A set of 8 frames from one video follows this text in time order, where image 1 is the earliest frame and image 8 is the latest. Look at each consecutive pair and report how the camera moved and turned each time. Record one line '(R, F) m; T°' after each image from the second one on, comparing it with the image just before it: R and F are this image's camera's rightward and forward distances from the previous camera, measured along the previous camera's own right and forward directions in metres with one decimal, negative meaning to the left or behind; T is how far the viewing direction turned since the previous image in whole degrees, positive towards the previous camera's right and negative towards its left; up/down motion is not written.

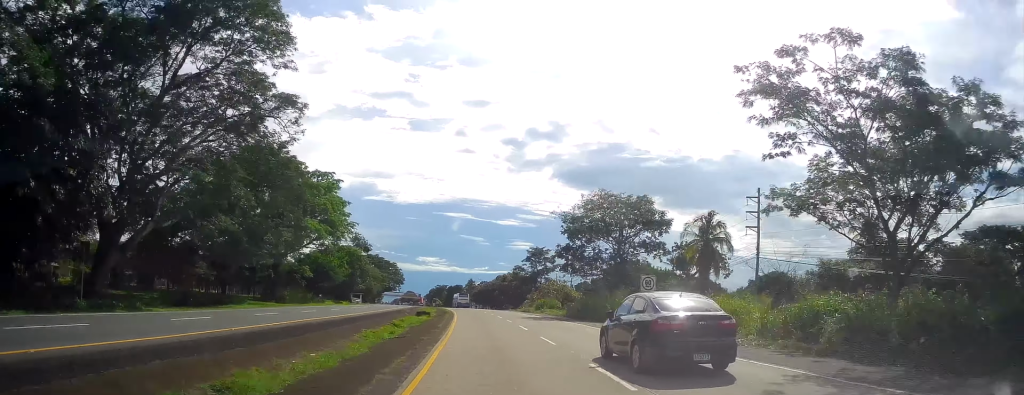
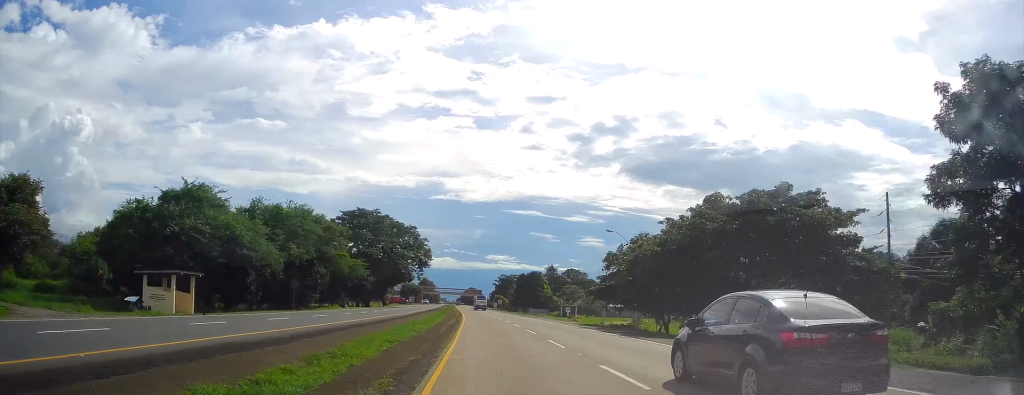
(-6.1, +106.8) m; -7°
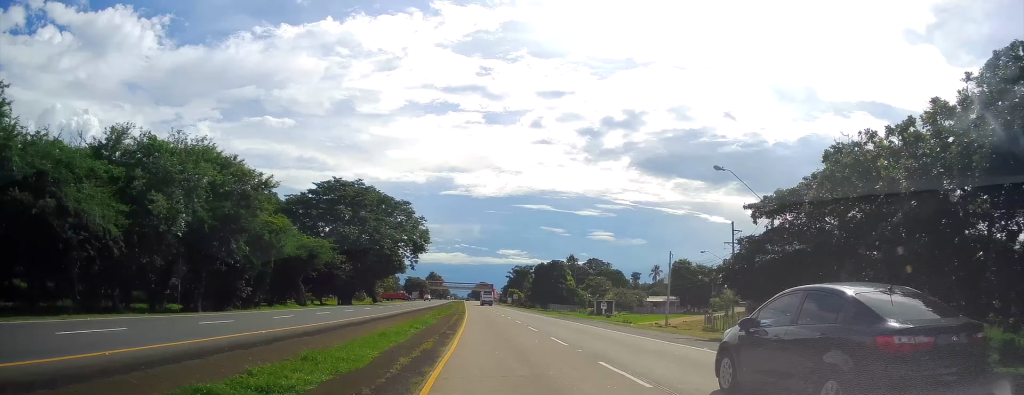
(-0.4, +24.1) m; -2°
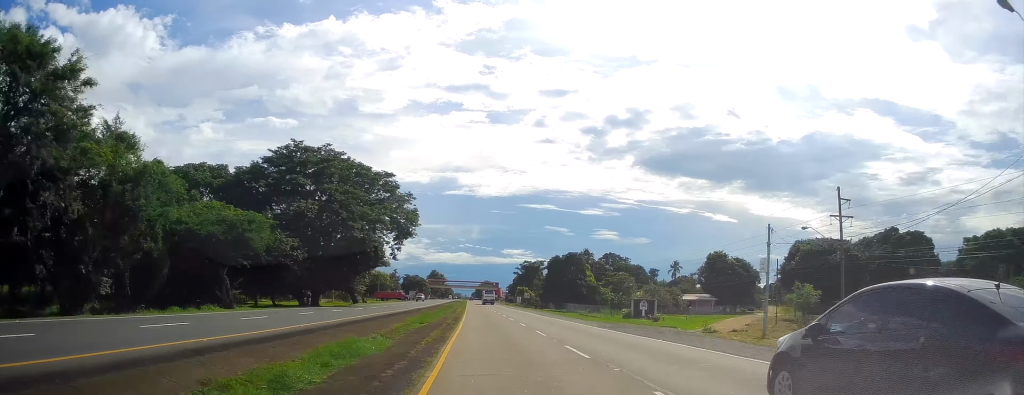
(-0.3, +20.5) m; -1°
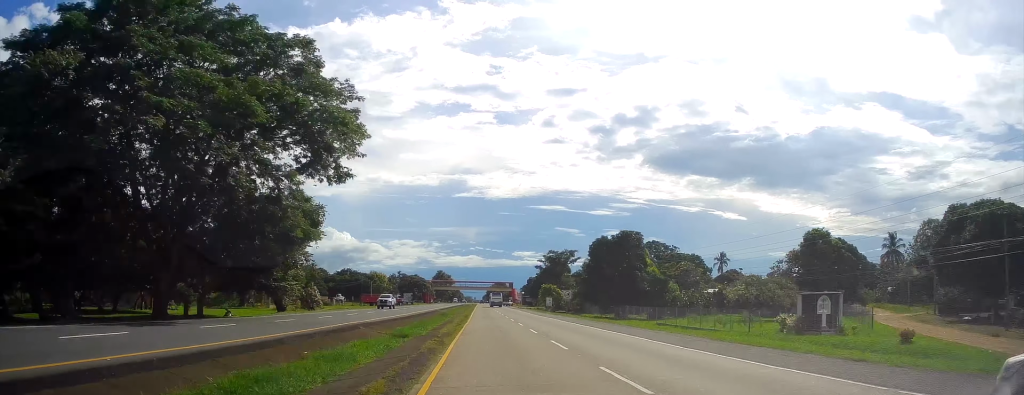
(-0.3, +37.2) m; -1°
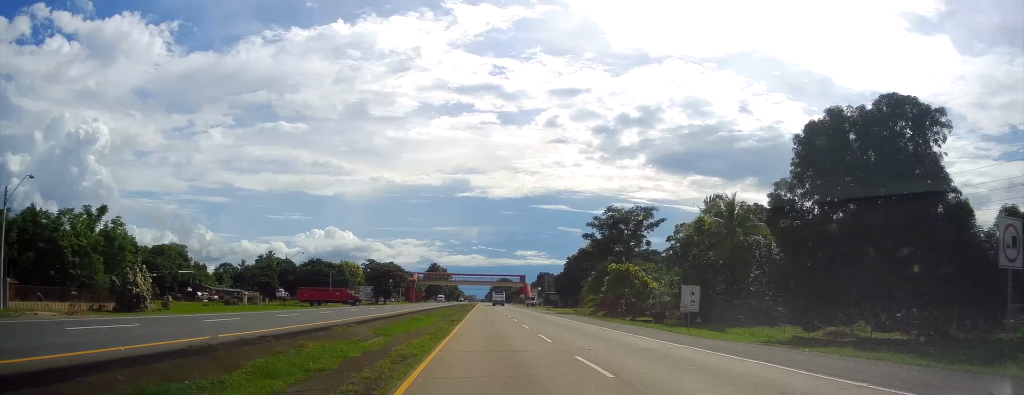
(-0.7, +56.9) m; -1°
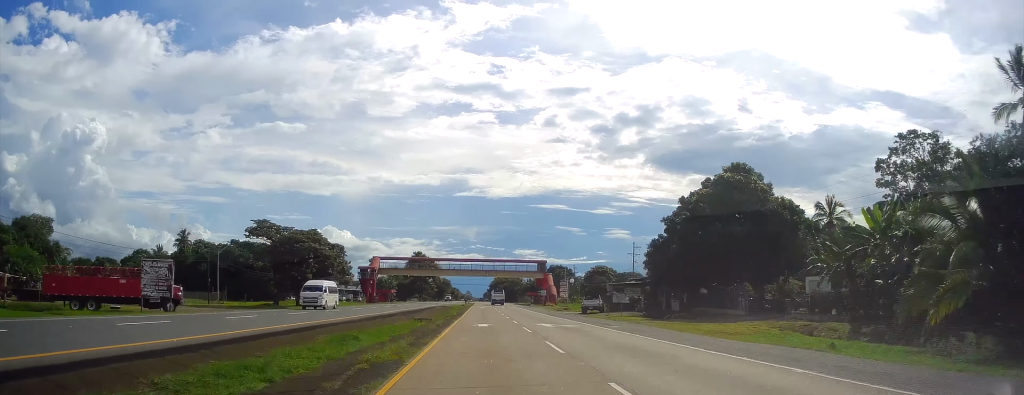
(+0.2, +63.8) m; 0°
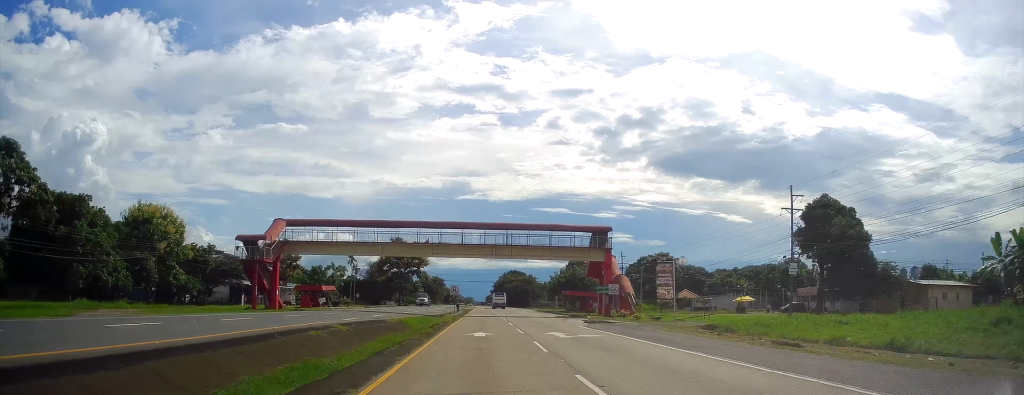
(-0.5, +59.0) m; 0°
